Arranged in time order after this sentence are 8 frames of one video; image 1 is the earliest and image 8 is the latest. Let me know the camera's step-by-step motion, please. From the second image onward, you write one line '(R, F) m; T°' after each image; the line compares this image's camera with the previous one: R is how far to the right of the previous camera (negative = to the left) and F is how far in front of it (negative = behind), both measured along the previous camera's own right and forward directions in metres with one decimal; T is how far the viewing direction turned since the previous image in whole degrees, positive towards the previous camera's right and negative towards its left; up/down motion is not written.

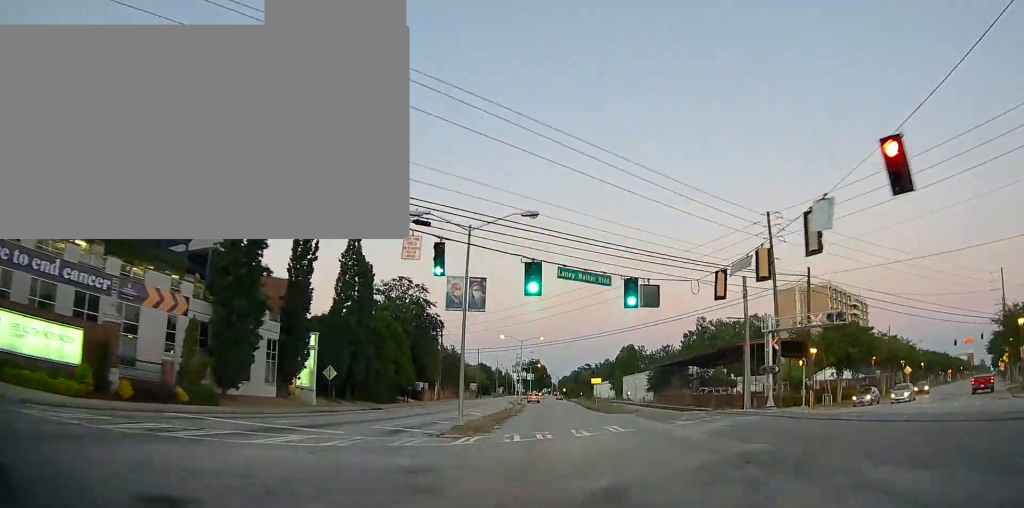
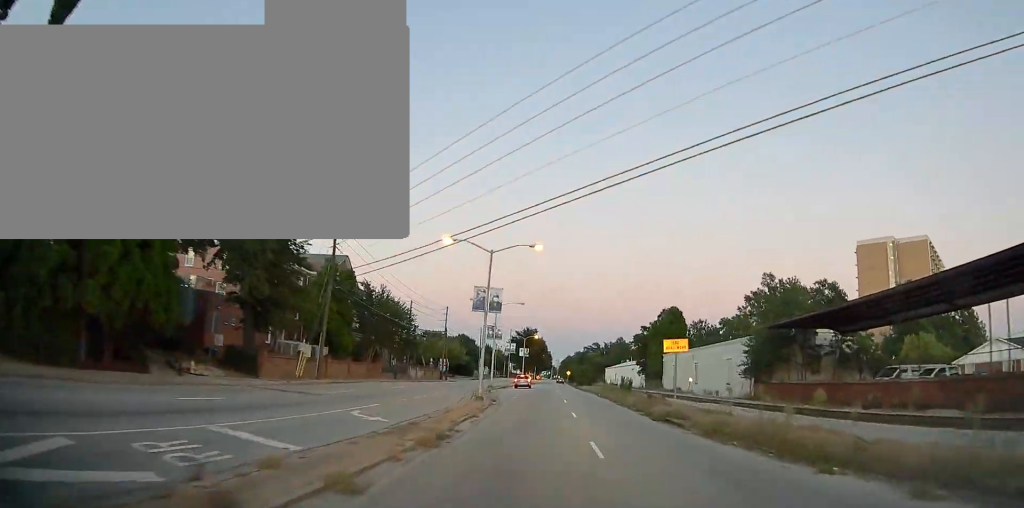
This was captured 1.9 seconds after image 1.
(-0.1, +43.0) m; 0°
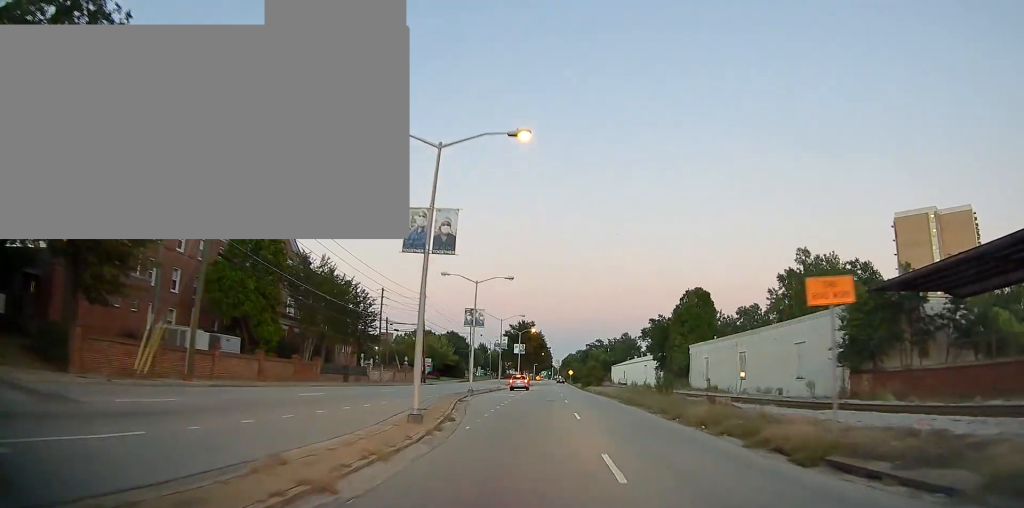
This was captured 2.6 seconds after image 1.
(0.0, +15.5) m; 0°
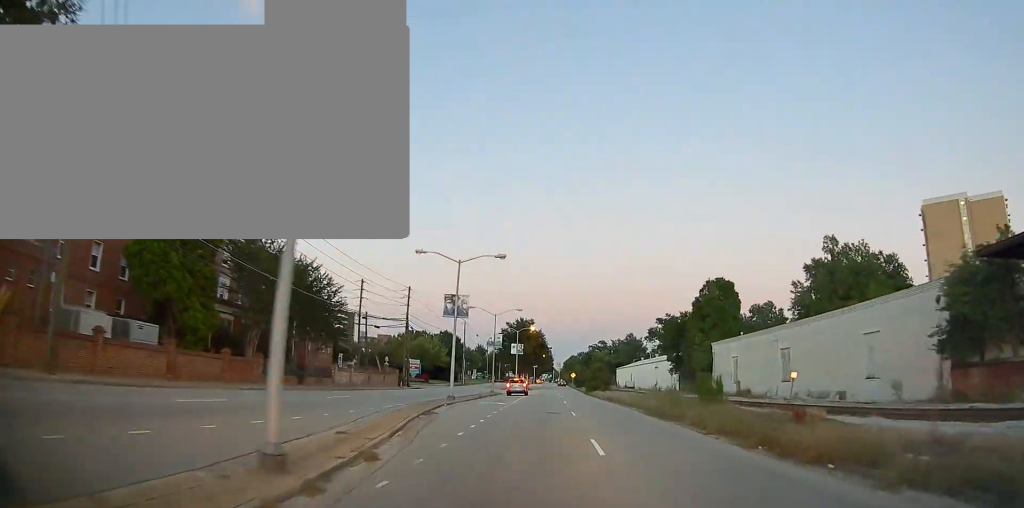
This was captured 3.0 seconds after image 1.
(0.0, +9.4) m; 0°
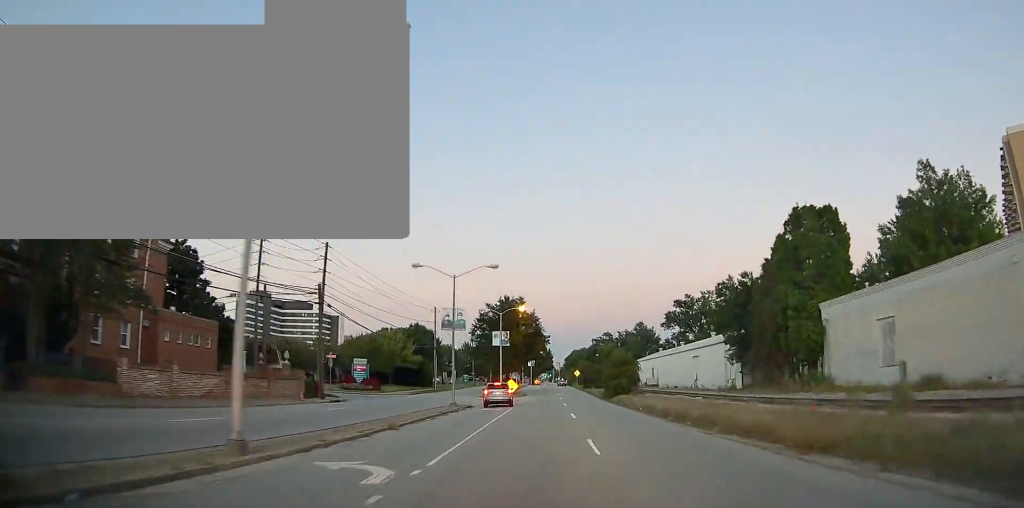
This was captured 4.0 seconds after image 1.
(+0.1, +24.5) m; 0°
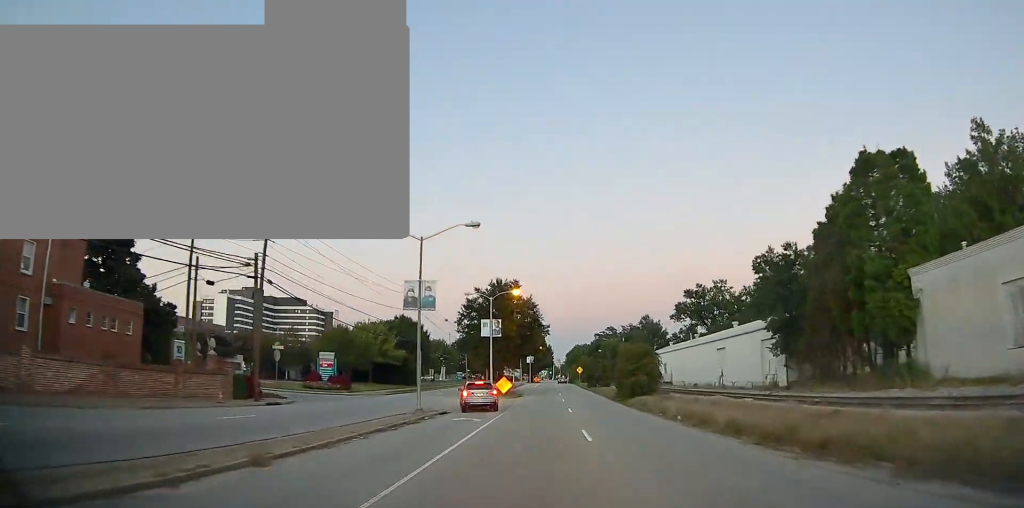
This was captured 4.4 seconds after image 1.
(0.0, +9.6) m; 0°
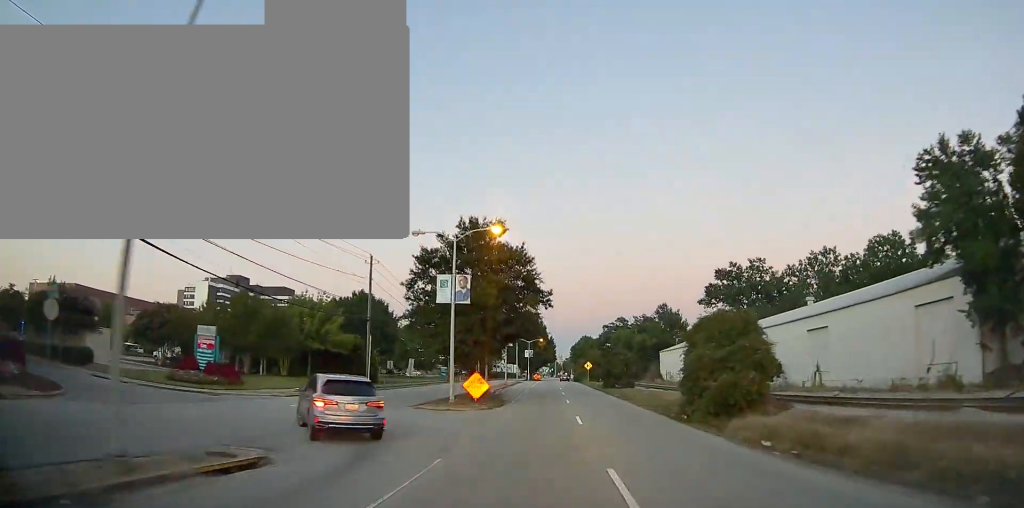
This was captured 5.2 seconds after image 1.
(-0.1, +20.3) m; -1°
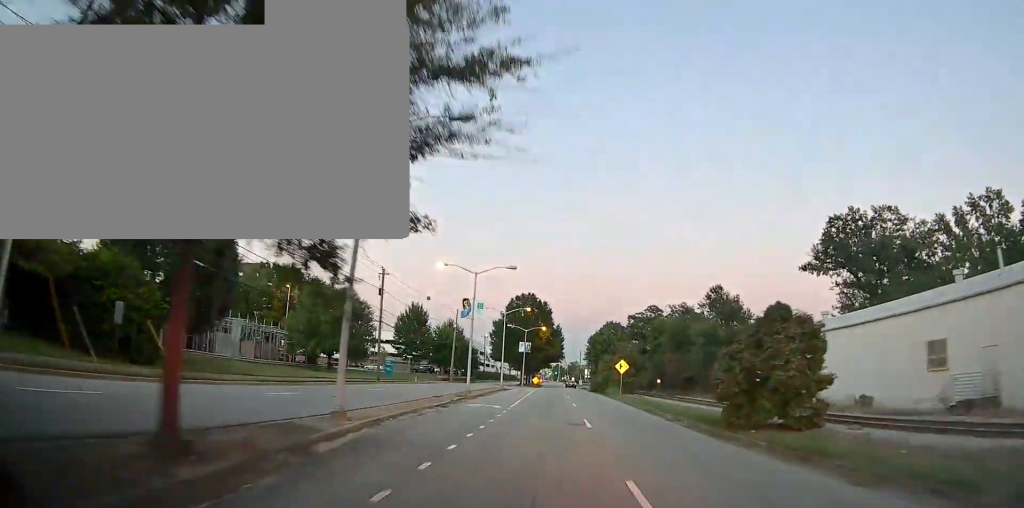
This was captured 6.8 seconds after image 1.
(-0.1, +37.9) m; 0°
